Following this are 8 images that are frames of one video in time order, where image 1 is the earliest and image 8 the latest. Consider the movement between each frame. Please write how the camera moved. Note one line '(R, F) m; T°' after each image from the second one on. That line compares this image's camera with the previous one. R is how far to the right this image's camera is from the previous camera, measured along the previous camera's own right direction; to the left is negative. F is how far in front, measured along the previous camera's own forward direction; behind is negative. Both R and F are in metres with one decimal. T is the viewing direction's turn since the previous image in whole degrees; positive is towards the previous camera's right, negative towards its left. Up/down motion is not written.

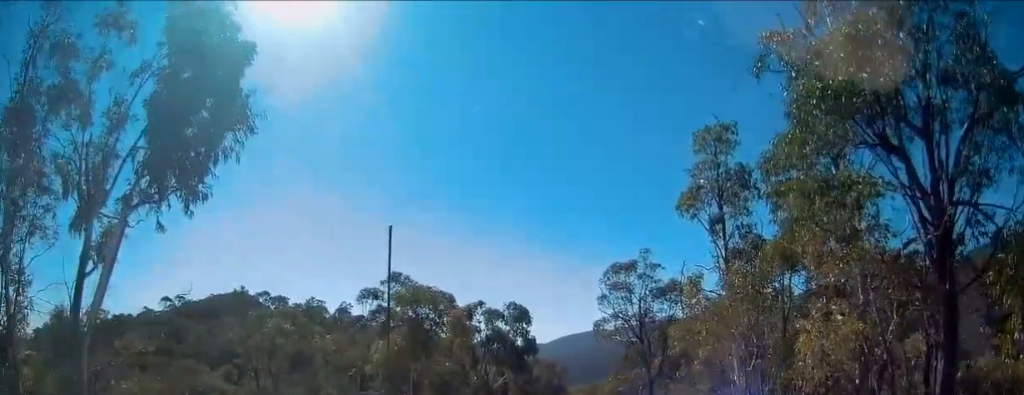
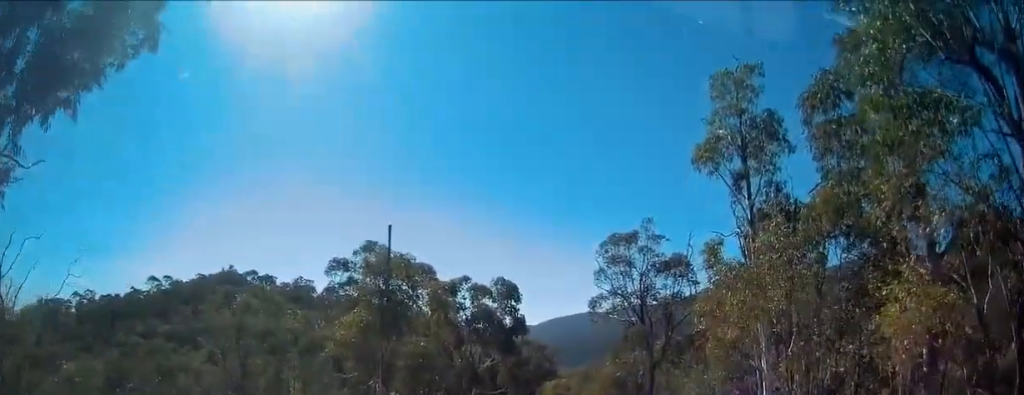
(-0.1, +2.9) m; -3°
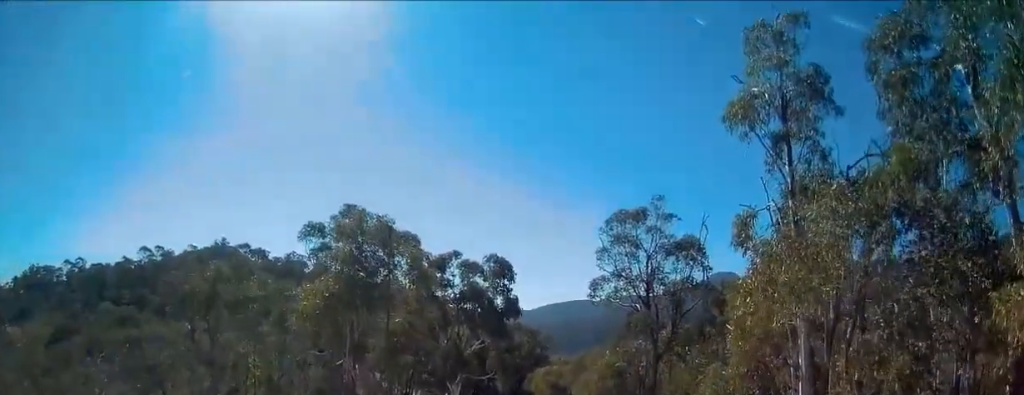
(0.0, +2.3) m; +2°
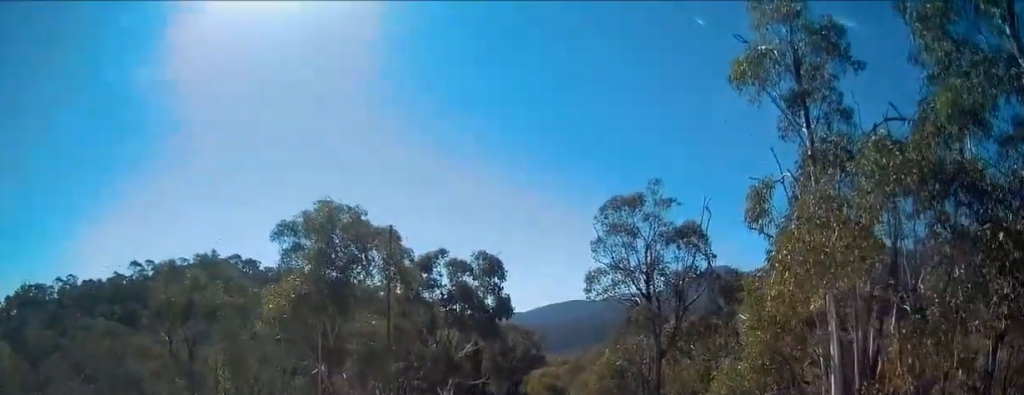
(-0.1, +1.5) m; +2°
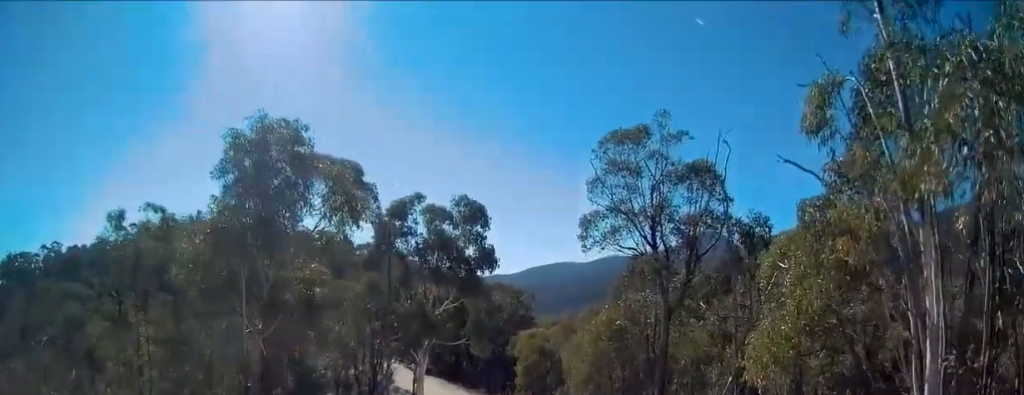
(+0.2, +2.9) m; +5°
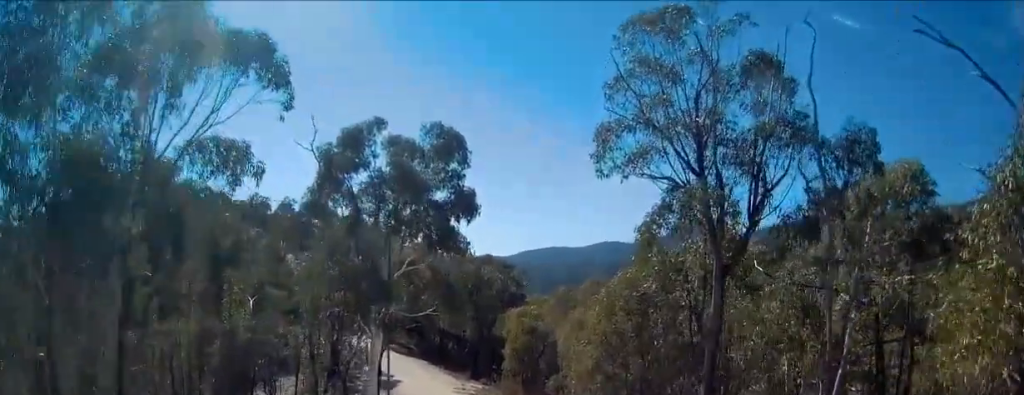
(+0.3, +5.6) m; 0°
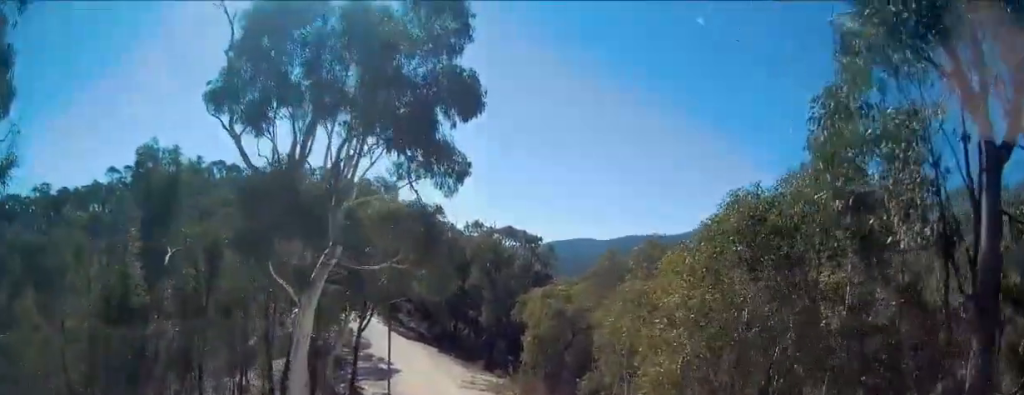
(-0.4, +7.3) m; -5°
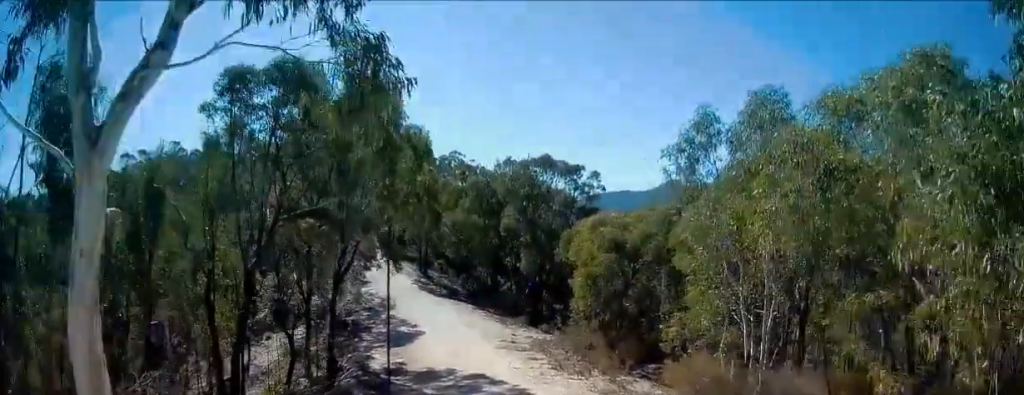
(-0.1, +6.7) m; -3°
